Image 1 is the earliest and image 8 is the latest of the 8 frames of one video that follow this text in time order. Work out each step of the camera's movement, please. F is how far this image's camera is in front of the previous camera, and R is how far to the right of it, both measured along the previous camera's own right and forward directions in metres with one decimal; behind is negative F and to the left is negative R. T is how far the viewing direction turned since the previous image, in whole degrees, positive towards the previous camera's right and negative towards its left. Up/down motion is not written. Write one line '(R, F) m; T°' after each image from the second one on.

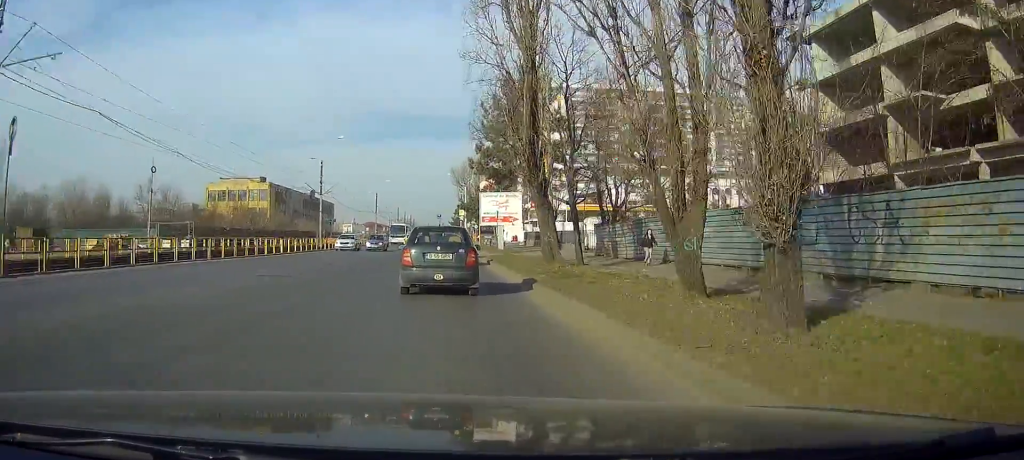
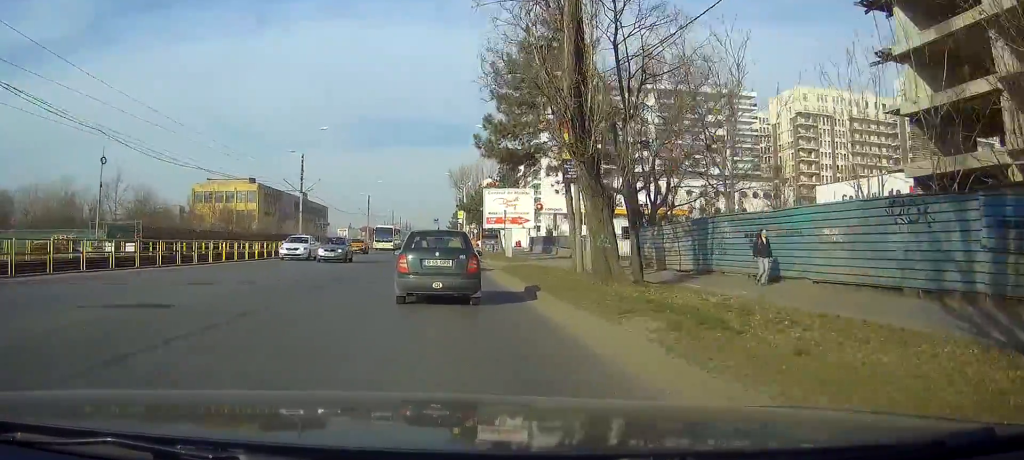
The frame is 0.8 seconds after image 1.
(0.0, +10.4) m; 0°
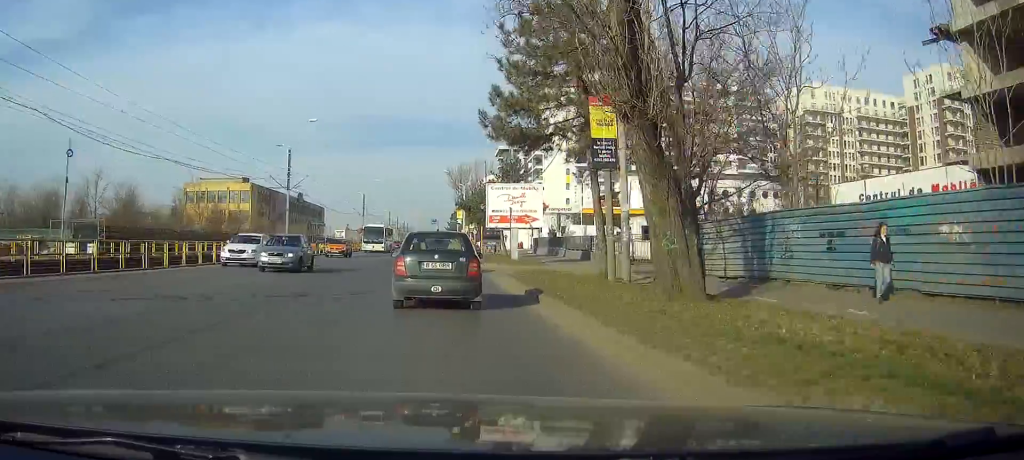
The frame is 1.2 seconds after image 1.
(0.0, +5.5) m; 0°
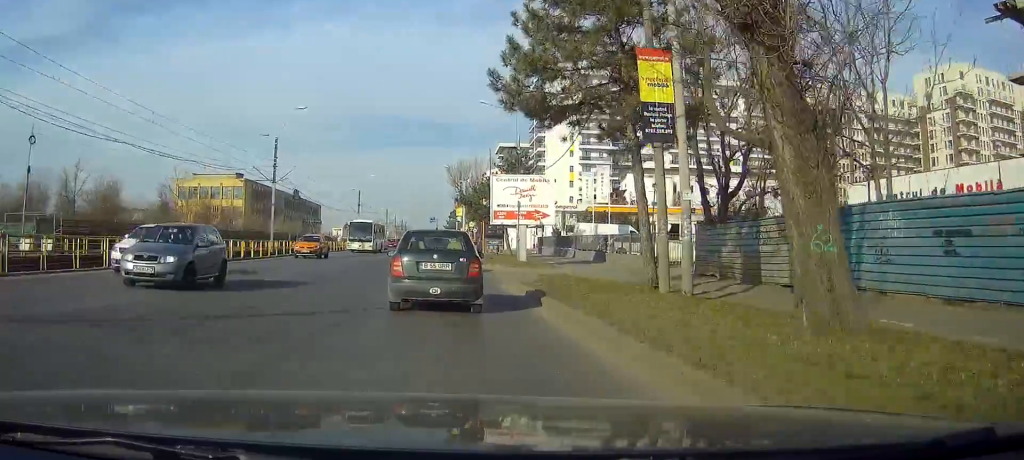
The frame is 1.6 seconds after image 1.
(0.0, +5.3) m; 0°
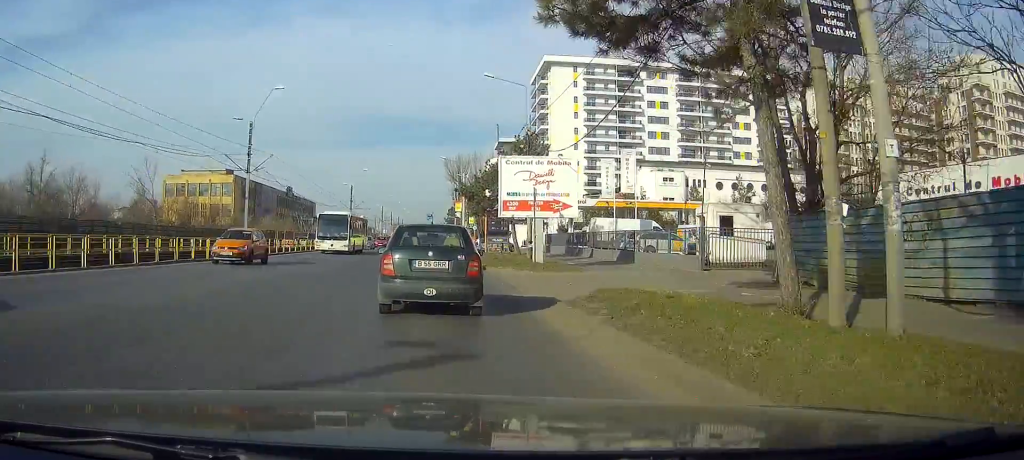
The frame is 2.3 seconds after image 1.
(+0.1, +7.4) m; 0°
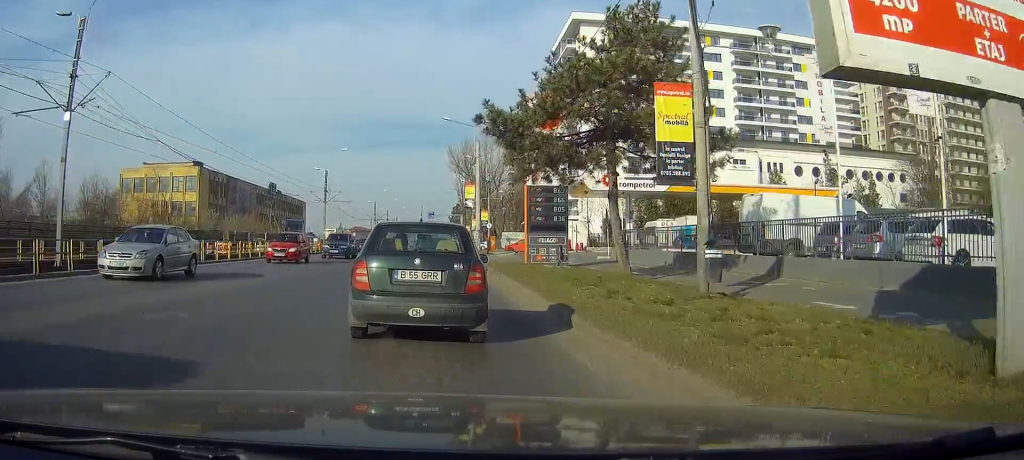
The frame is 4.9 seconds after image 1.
(-0.3, +28.1) m; -1°
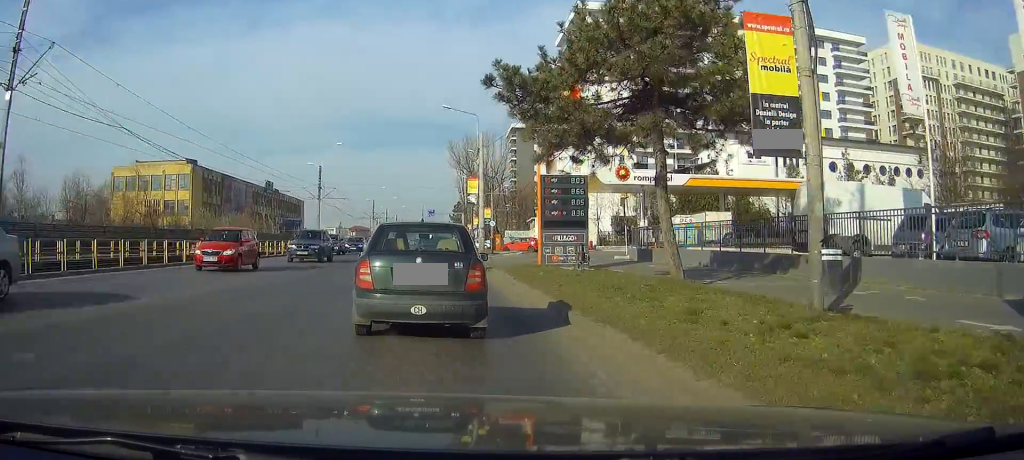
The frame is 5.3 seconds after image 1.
(0.0, +4.6) m; 0°
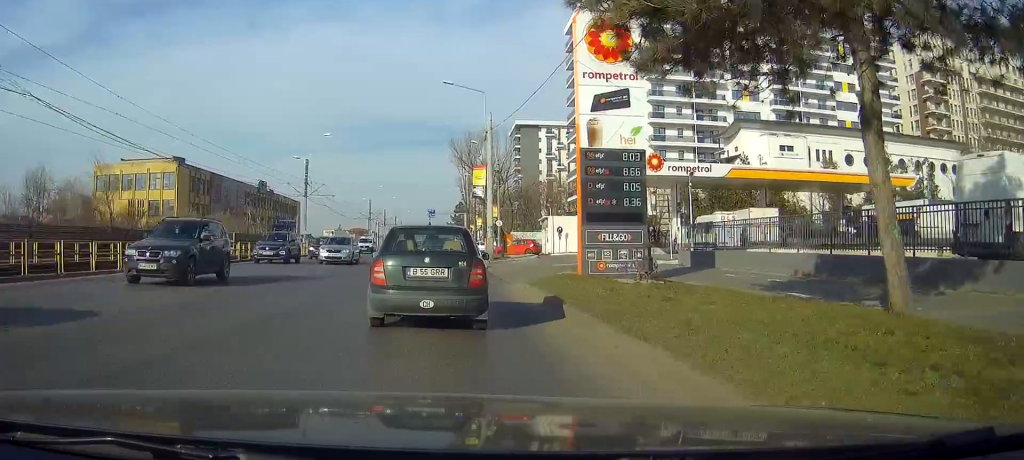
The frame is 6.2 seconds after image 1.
(0.0, +8.3) m; -1°
